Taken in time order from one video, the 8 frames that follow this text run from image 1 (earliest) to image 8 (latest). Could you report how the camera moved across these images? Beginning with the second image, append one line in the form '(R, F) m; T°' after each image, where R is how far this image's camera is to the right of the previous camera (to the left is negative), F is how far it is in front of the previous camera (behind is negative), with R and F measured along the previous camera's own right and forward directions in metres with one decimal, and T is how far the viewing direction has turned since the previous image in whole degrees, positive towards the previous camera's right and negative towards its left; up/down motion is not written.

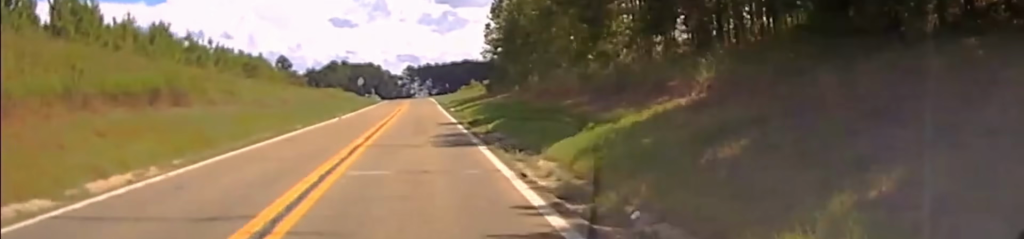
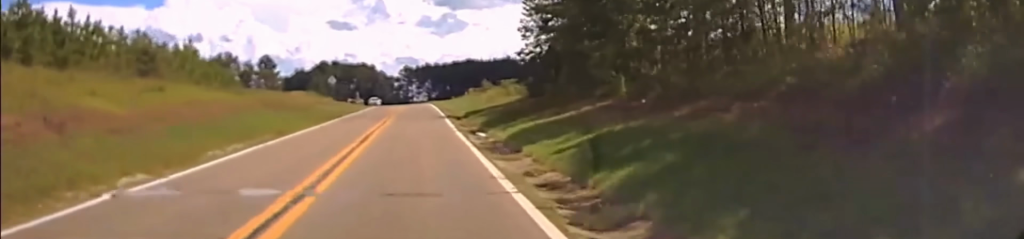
(+0.4, +38.7) m; 0°
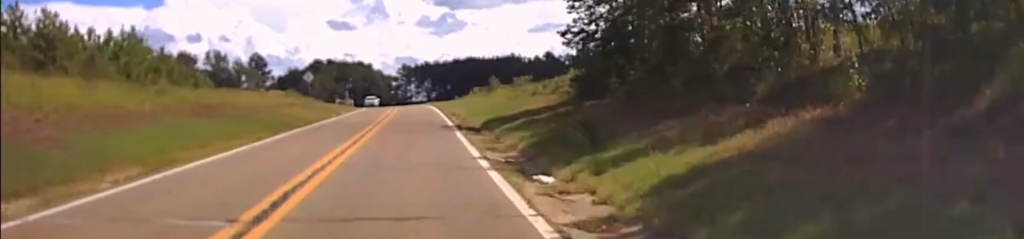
(0.0, +18.0) m; 0°
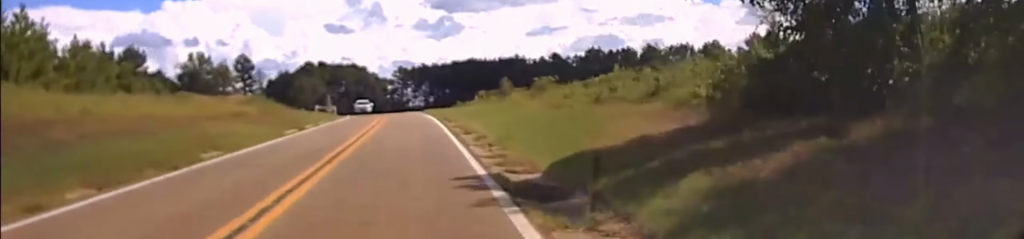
(-0.1, +20.9) m; -1°
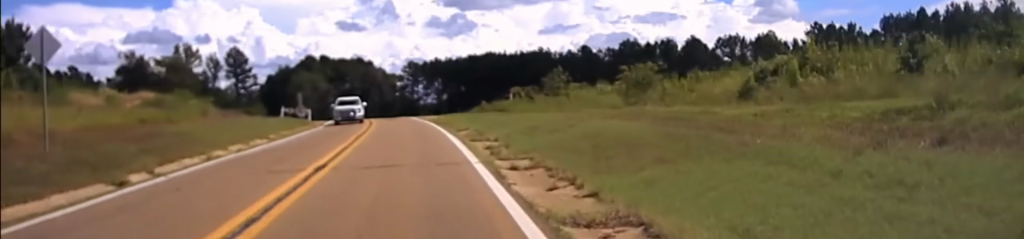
(-0.2, +32.0) m; -1°
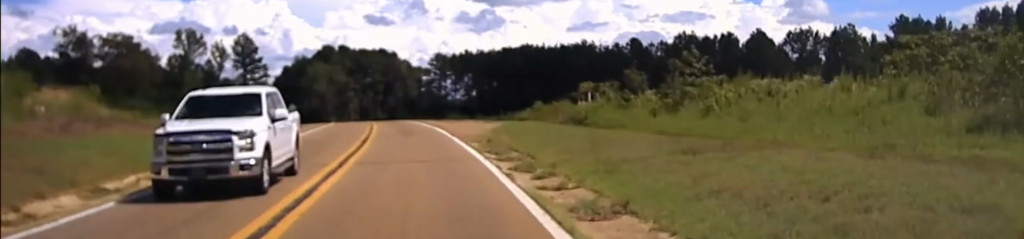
(0.0, +26.5) m; -1°
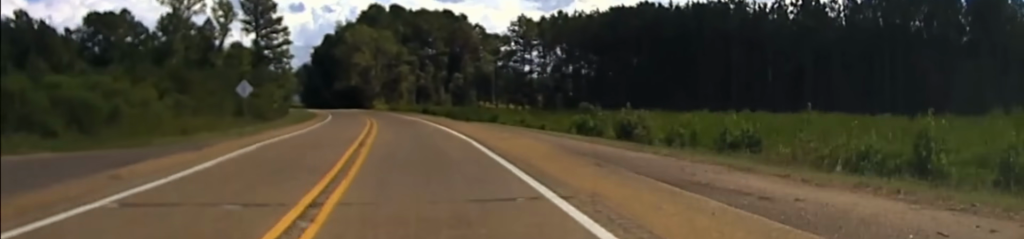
(-2.9, +71.1) m; -4°
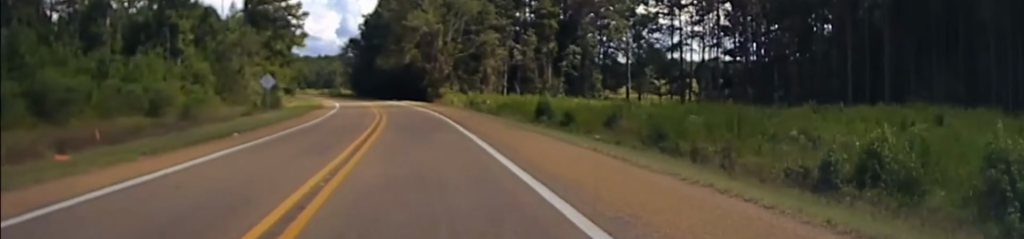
(-3.3, +74.2) m; -5°
